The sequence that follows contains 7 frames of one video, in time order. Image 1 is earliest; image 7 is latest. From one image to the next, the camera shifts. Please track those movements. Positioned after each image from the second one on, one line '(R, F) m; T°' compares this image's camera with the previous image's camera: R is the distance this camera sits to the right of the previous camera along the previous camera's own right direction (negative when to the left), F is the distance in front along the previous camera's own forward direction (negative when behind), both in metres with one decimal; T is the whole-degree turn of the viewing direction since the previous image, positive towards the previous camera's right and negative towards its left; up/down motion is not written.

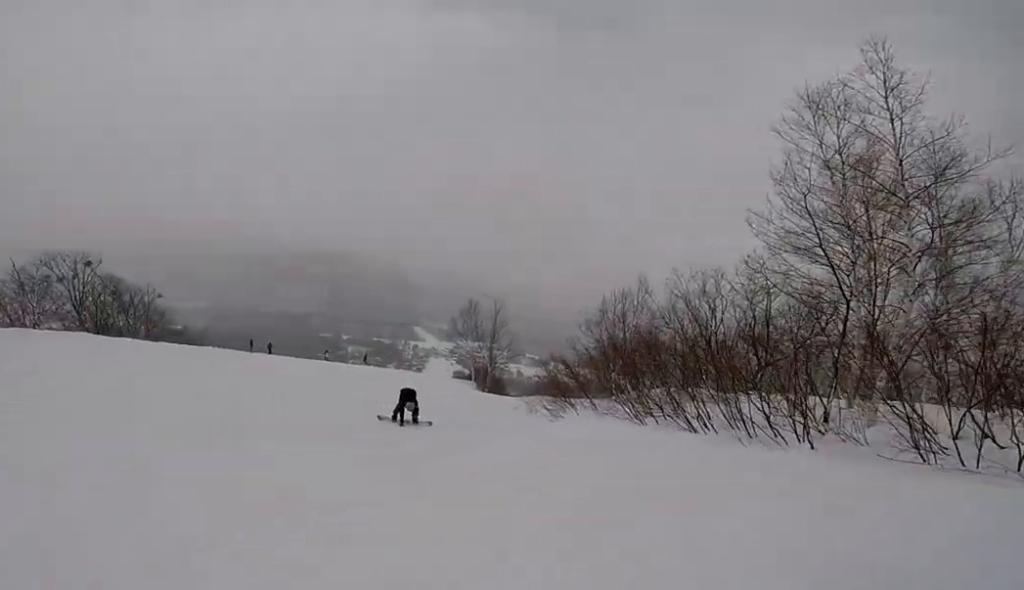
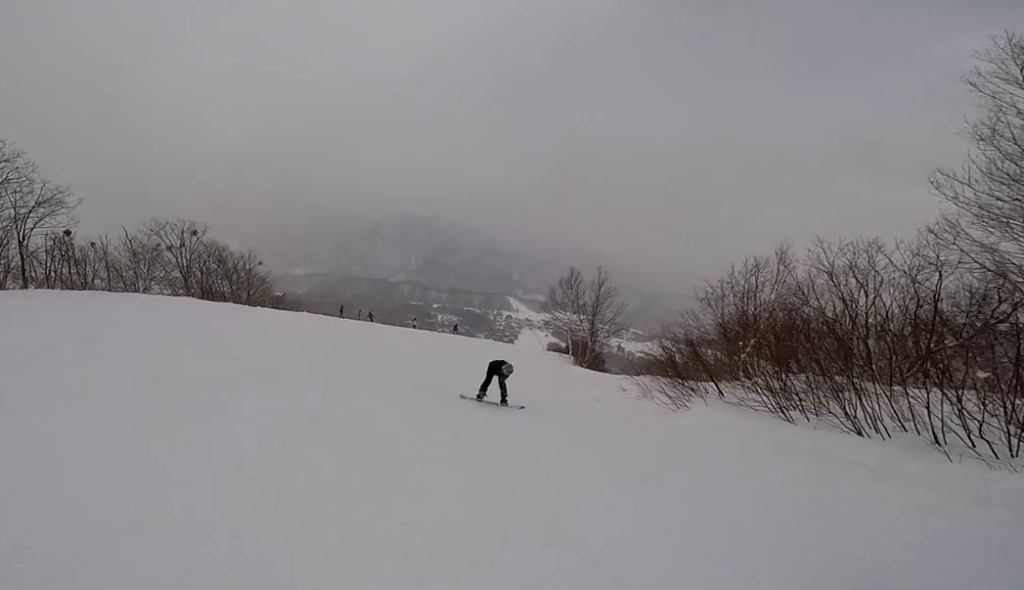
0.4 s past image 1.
(+0.1, +1.6) m; -10°
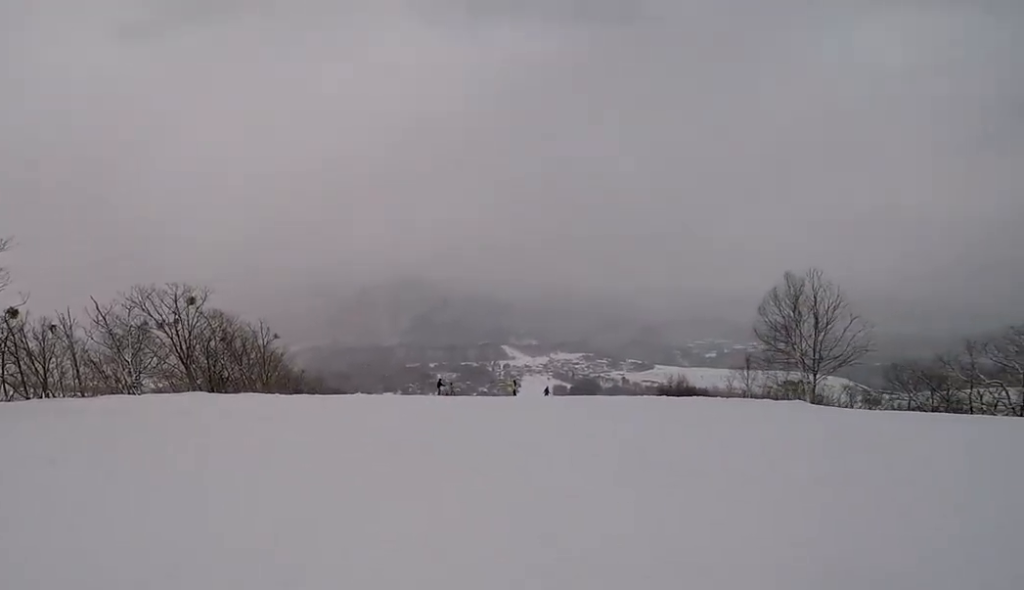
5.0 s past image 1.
(-10.0, +17.0) m; -14°
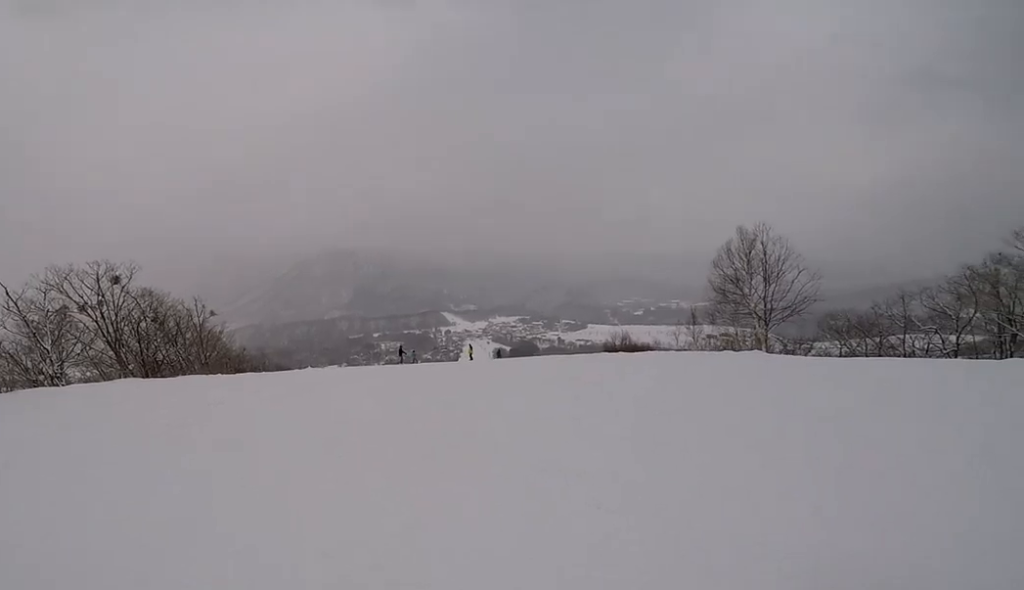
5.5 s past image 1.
(+0.4, +2.3) m; +11°
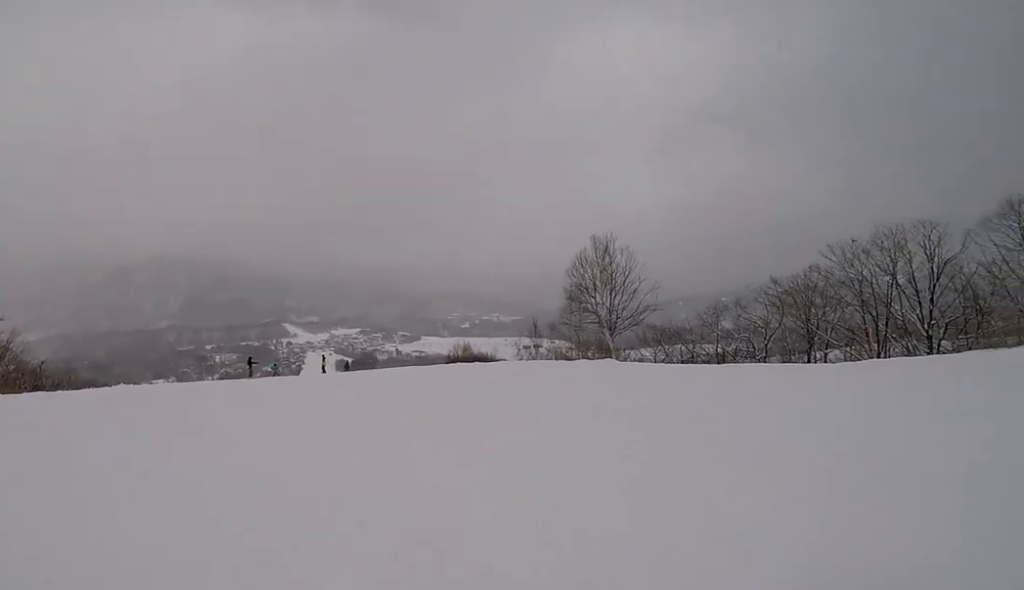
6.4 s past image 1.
(+0.8, +4.3) m; +13°
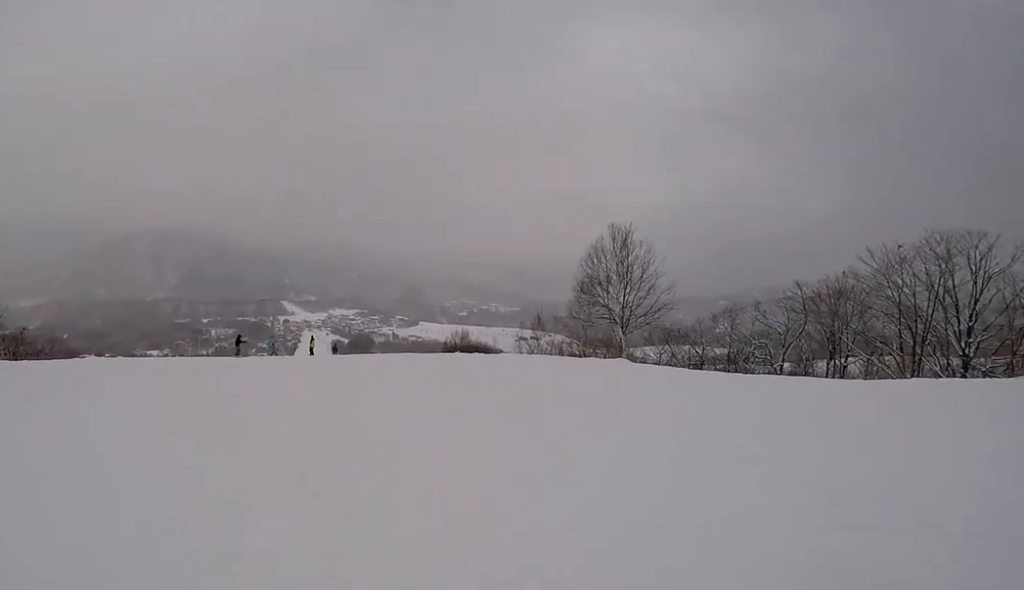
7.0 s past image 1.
(+0.1, +2.5) m; +3°
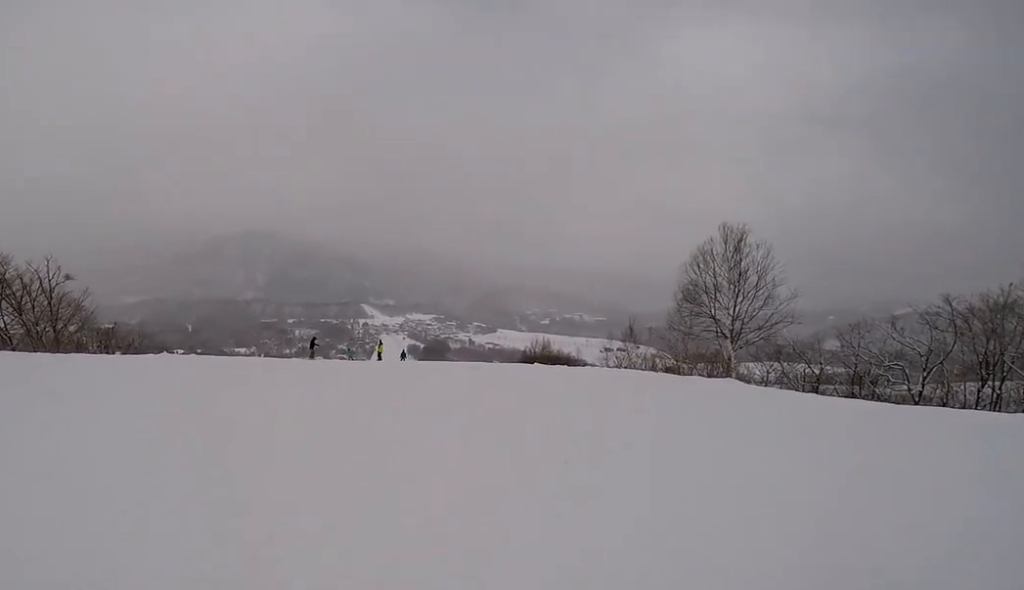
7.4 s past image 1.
(+0.1, +2.0) m; -3°
